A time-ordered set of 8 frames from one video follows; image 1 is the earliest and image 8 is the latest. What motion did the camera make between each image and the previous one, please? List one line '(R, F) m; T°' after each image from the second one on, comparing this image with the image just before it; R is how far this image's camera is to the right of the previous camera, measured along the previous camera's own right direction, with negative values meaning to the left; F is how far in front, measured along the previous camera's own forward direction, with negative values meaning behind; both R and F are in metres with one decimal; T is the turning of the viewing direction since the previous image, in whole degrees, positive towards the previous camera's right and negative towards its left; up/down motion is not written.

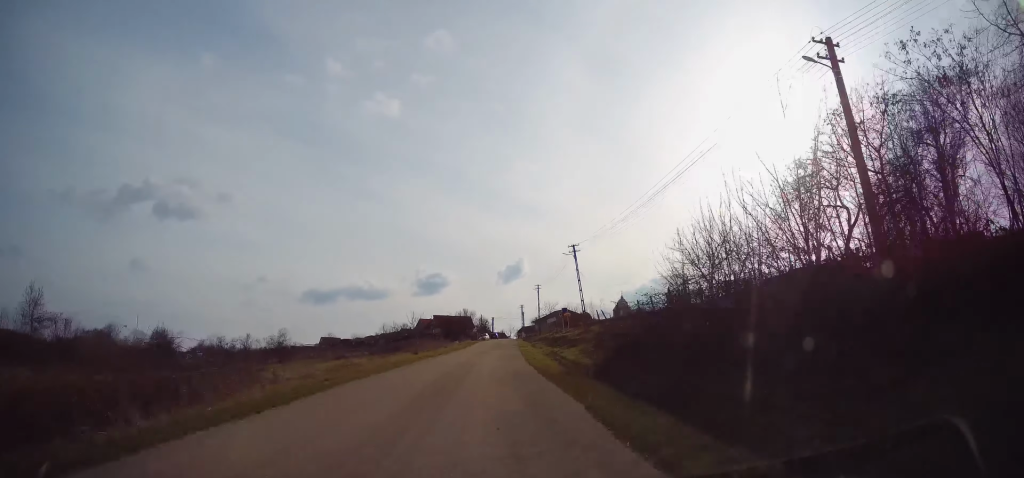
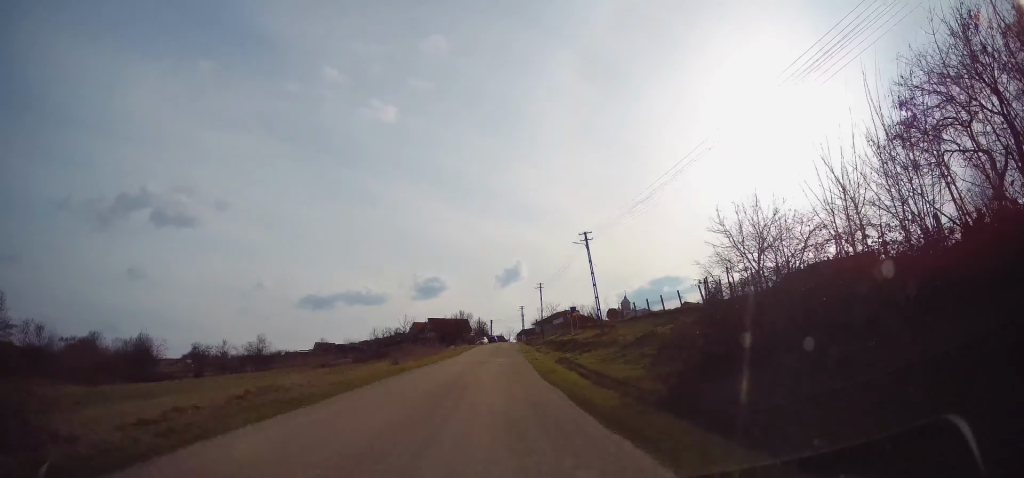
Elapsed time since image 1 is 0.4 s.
(+0.3, +7.4) m; +1°
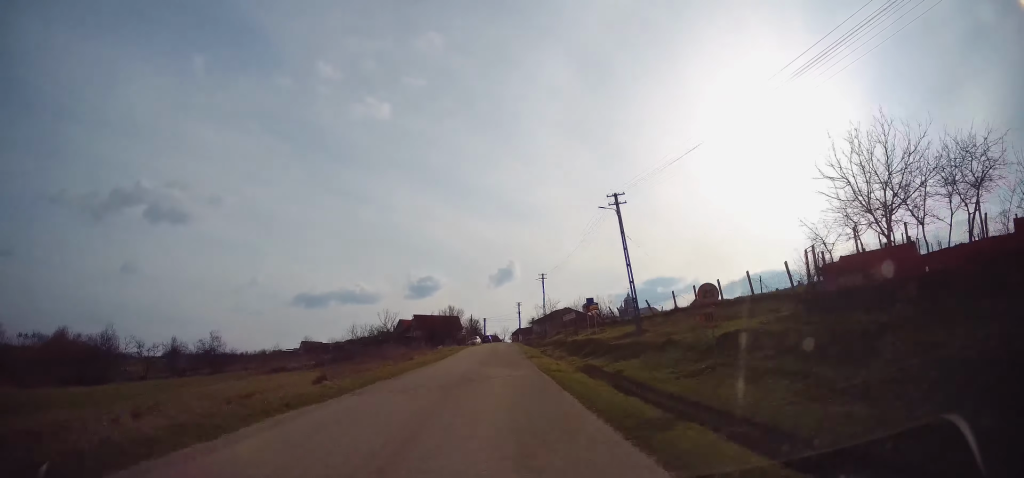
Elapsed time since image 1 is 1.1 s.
(+0.4, +12.3) m; +2°
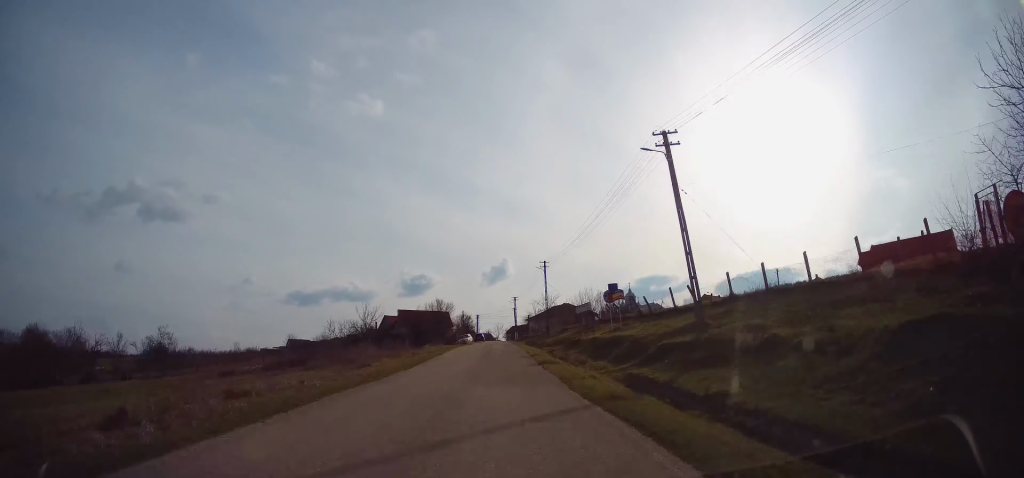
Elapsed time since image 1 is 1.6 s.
(0.0, +9.9) m; -1°
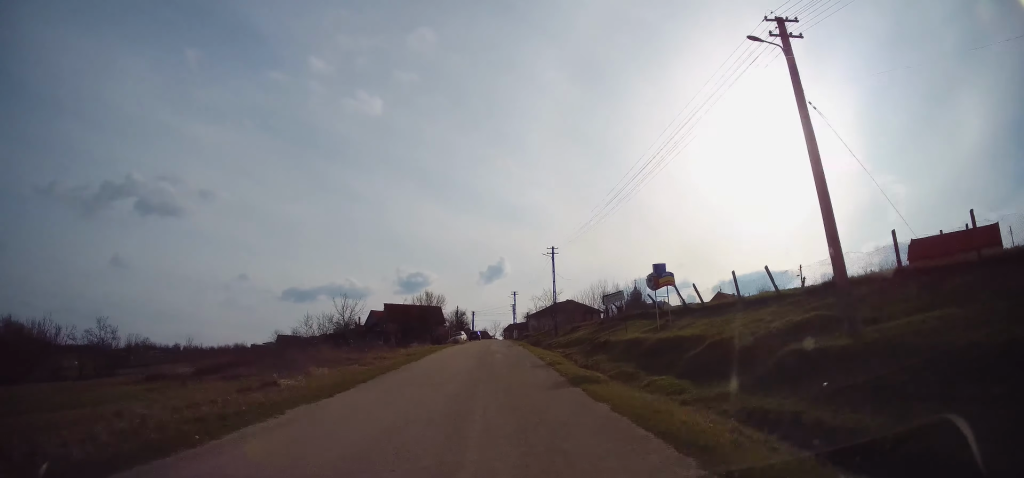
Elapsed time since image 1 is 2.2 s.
(0.0, +9.8) m; 0°
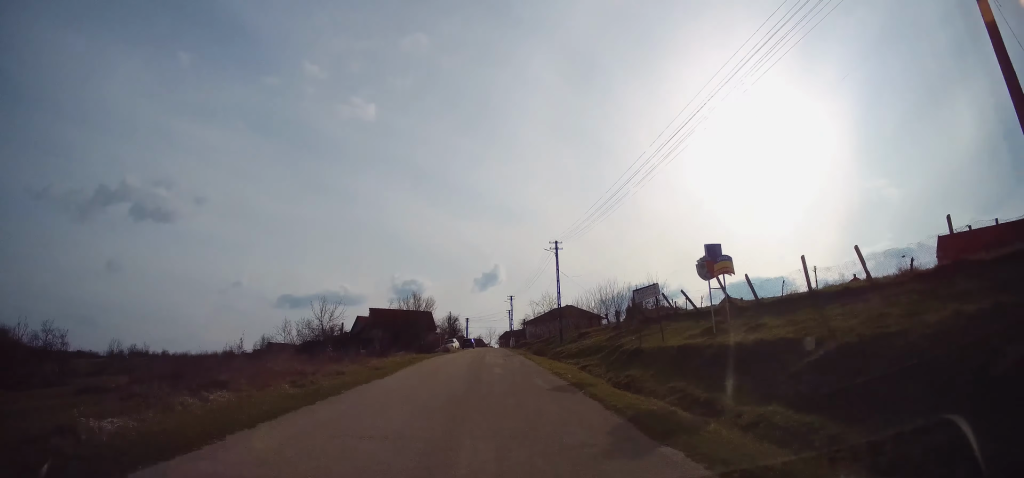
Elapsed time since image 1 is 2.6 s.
(-0.1, +6.6) m; 0°
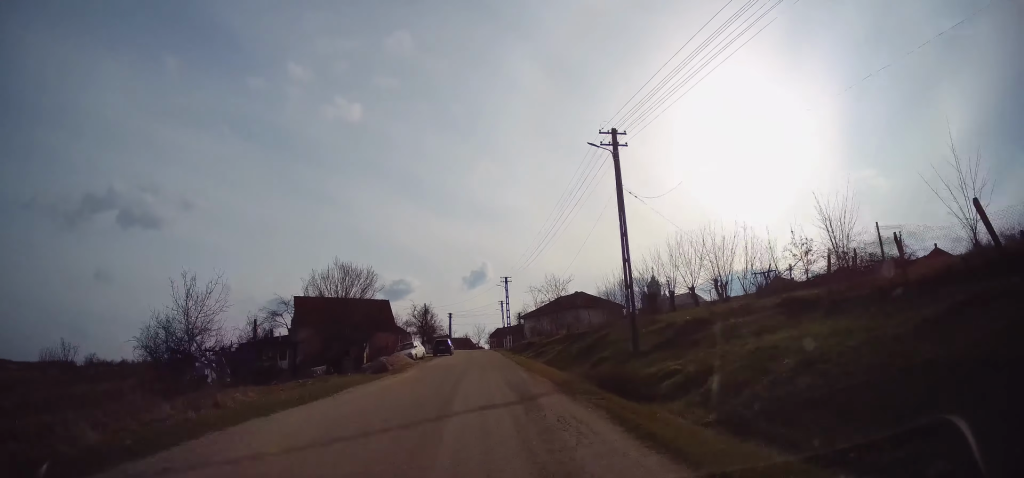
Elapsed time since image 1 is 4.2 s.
(+0.6, +25.8) m; +2°
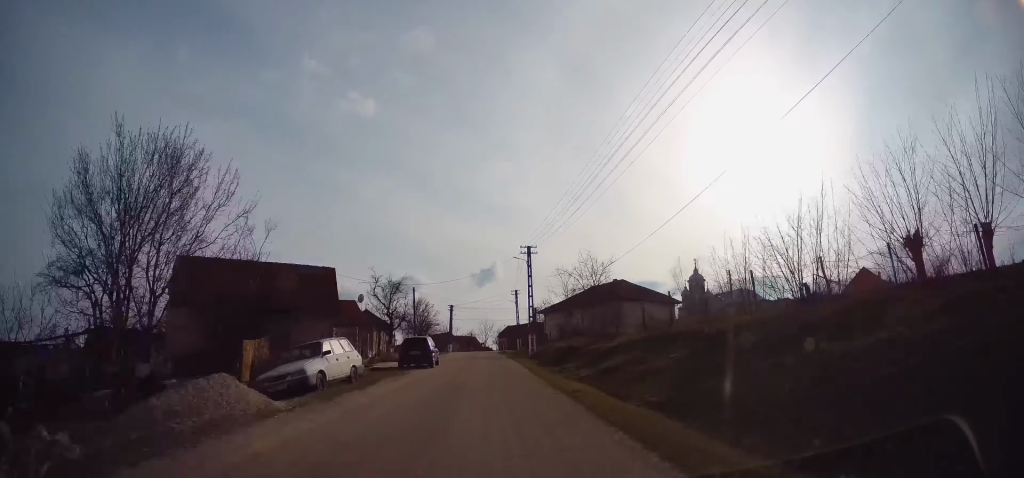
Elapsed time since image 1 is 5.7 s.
(-0.3, +21.3) m; -1°
